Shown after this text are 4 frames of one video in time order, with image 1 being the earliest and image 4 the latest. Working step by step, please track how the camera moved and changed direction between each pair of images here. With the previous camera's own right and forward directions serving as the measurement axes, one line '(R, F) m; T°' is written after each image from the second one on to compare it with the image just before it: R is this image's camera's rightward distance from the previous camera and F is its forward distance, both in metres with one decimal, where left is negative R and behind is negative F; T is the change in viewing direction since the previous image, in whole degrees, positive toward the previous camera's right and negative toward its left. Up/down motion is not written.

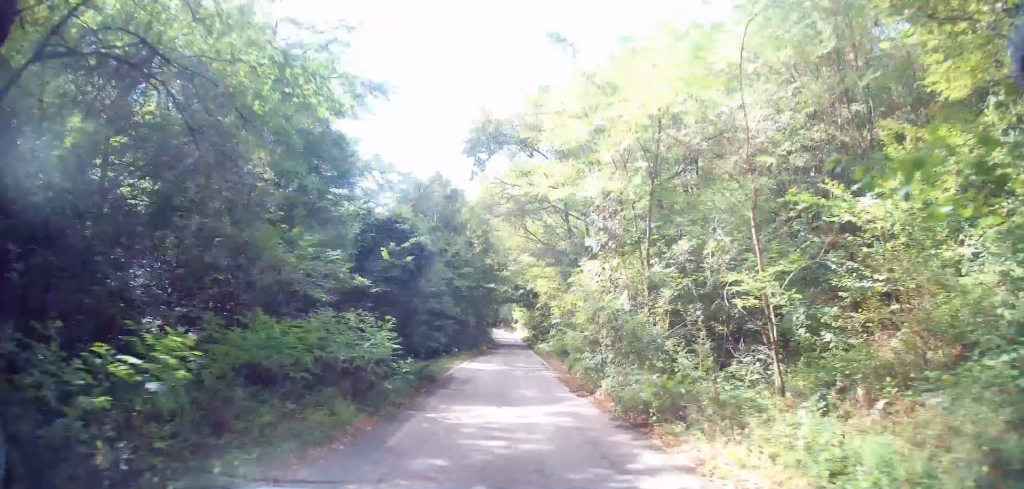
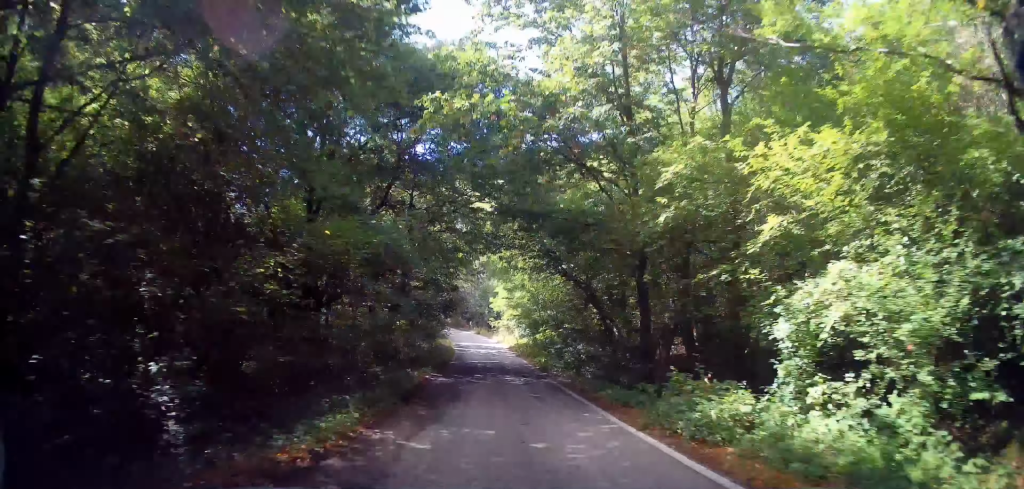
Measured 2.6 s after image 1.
(+1.1, +36.0) m; +5°
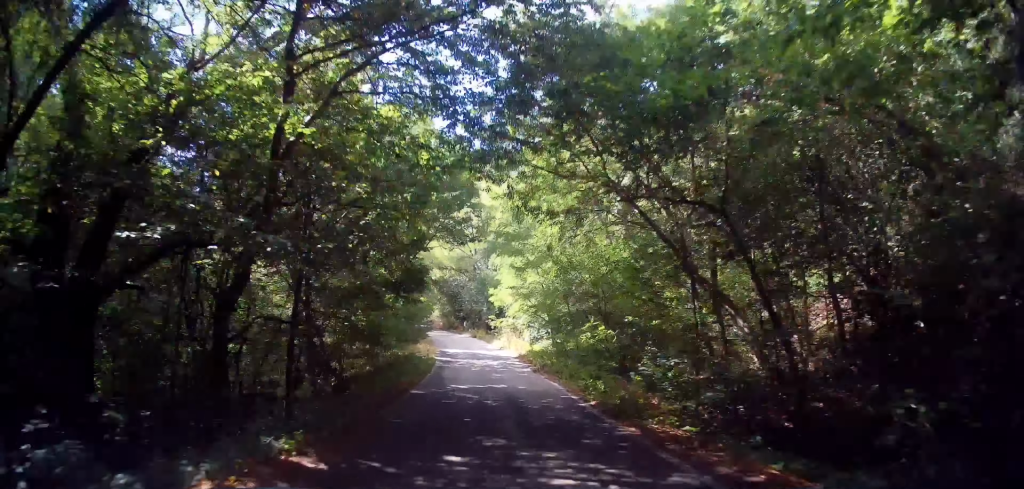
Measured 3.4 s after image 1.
(+0.2, +11.9) m; 0°
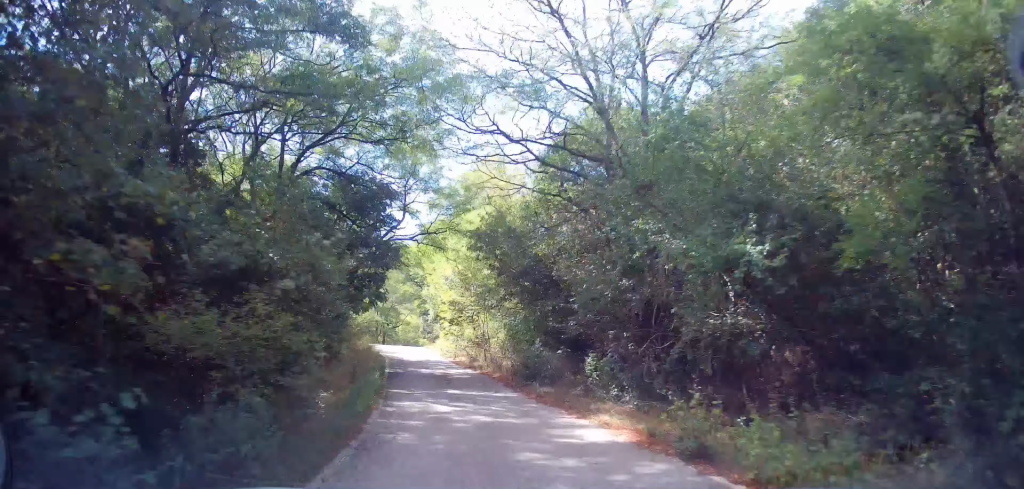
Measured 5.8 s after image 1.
(-1.2, +35.0) m; -6°
